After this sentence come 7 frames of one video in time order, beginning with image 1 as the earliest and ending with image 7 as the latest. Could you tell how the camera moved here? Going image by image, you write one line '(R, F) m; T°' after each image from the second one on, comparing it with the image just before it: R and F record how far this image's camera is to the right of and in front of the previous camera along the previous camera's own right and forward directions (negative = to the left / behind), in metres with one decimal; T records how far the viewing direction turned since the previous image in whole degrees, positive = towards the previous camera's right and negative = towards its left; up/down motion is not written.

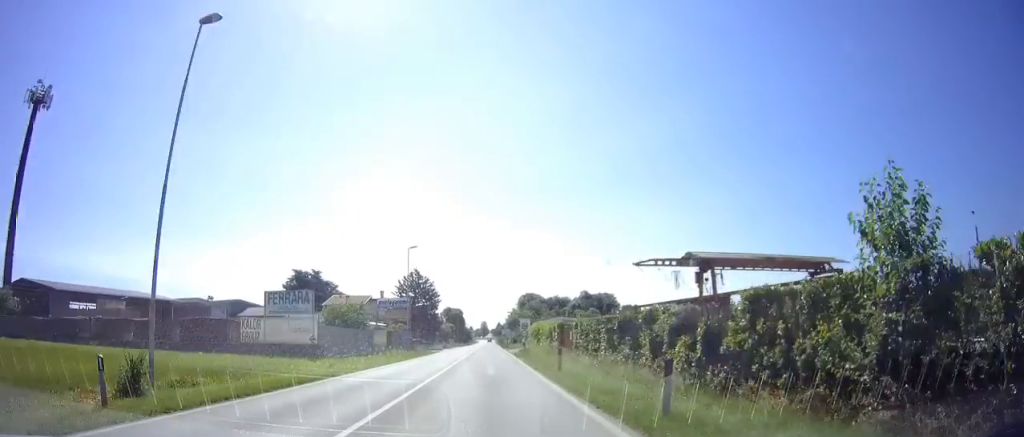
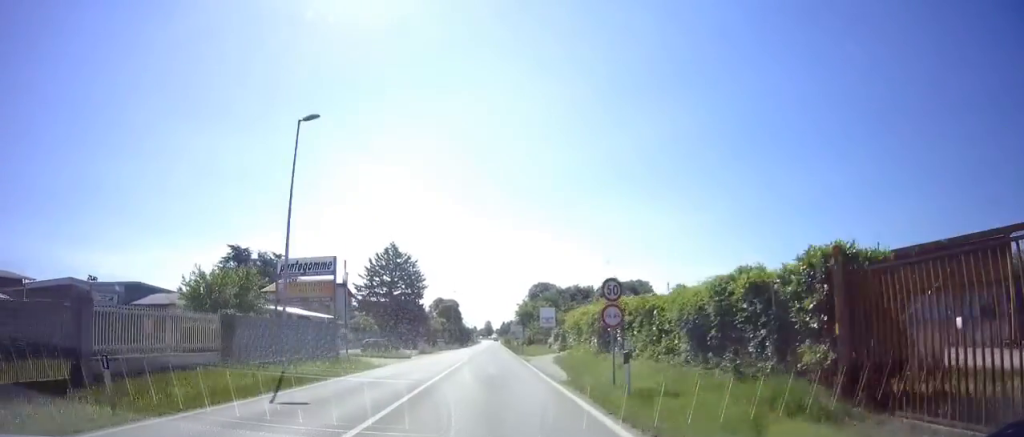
(+0.7, +30.7) m; +1°
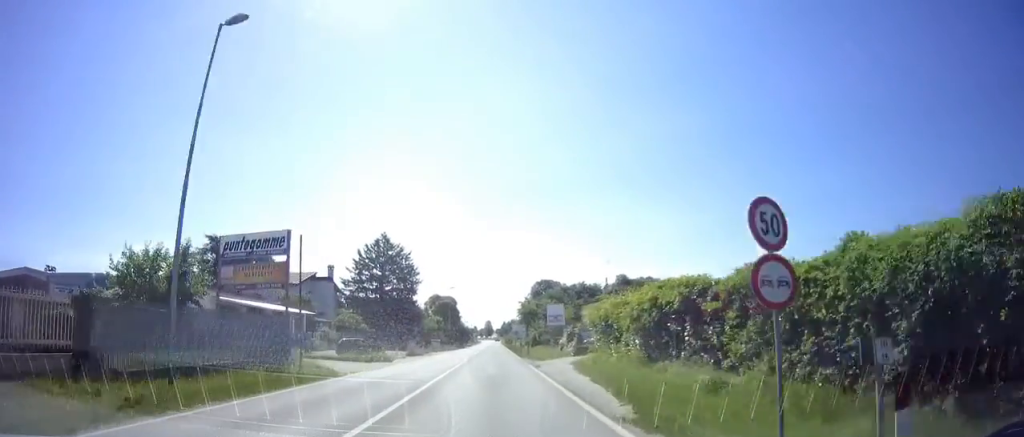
(0.0, +7.5) m; 0°
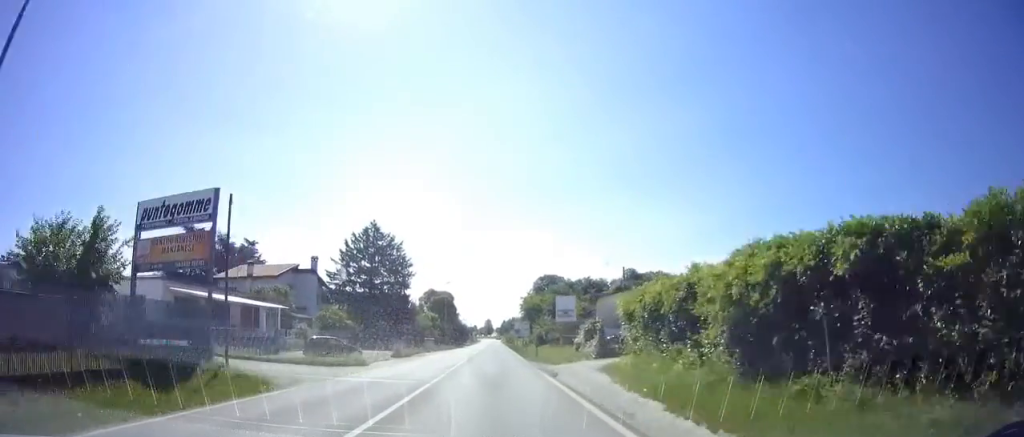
(0.0, +7.6) m; -1°
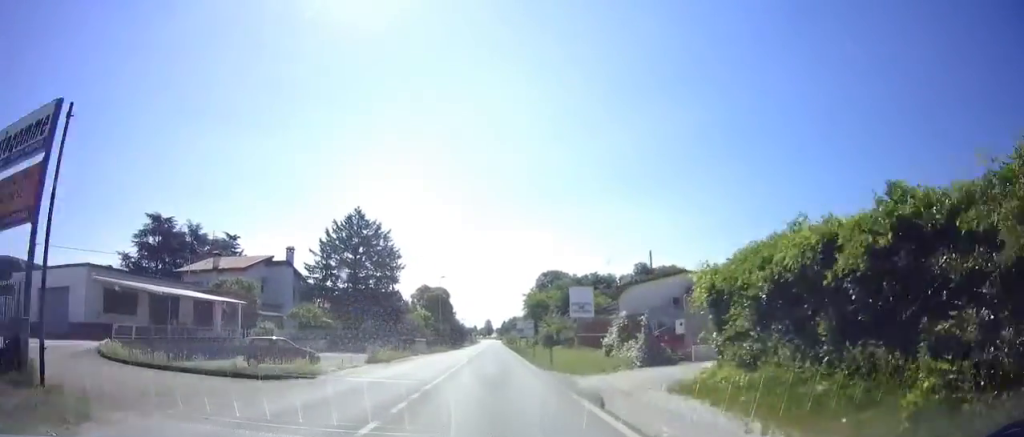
(+0.1, +8.1) m; -1°
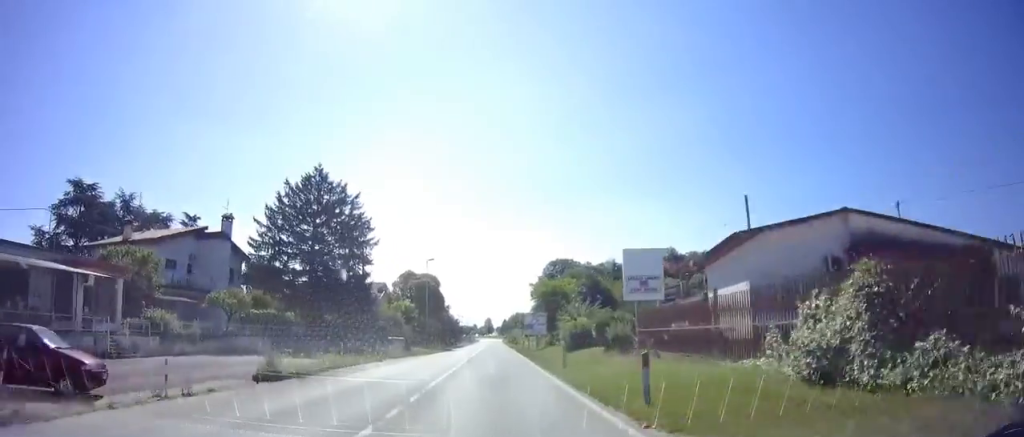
(-0.3, +15.0) m; 0°
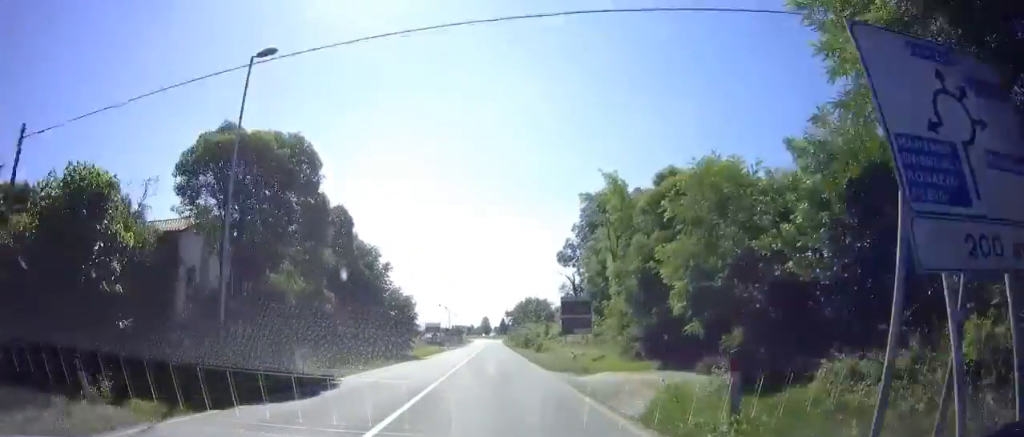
(+0.2, +45.9) m; +1°
